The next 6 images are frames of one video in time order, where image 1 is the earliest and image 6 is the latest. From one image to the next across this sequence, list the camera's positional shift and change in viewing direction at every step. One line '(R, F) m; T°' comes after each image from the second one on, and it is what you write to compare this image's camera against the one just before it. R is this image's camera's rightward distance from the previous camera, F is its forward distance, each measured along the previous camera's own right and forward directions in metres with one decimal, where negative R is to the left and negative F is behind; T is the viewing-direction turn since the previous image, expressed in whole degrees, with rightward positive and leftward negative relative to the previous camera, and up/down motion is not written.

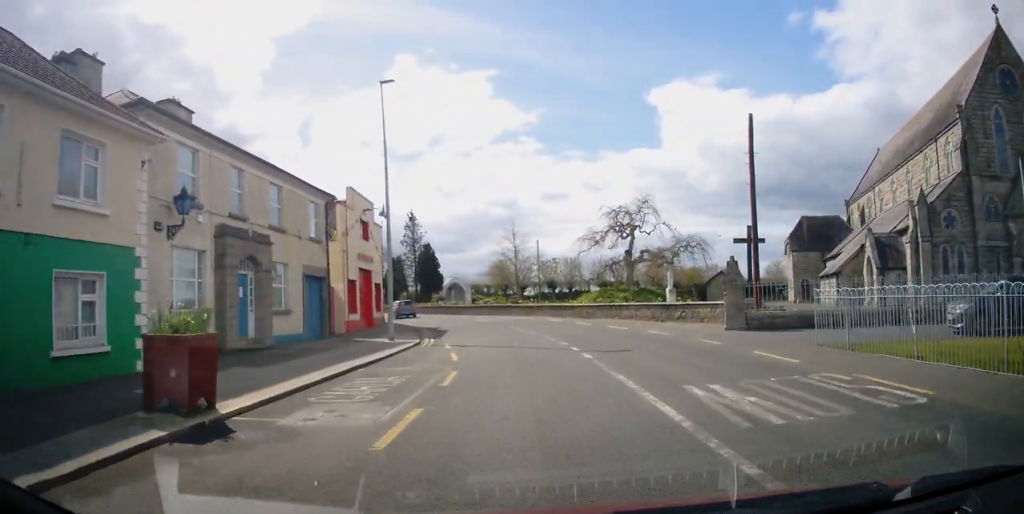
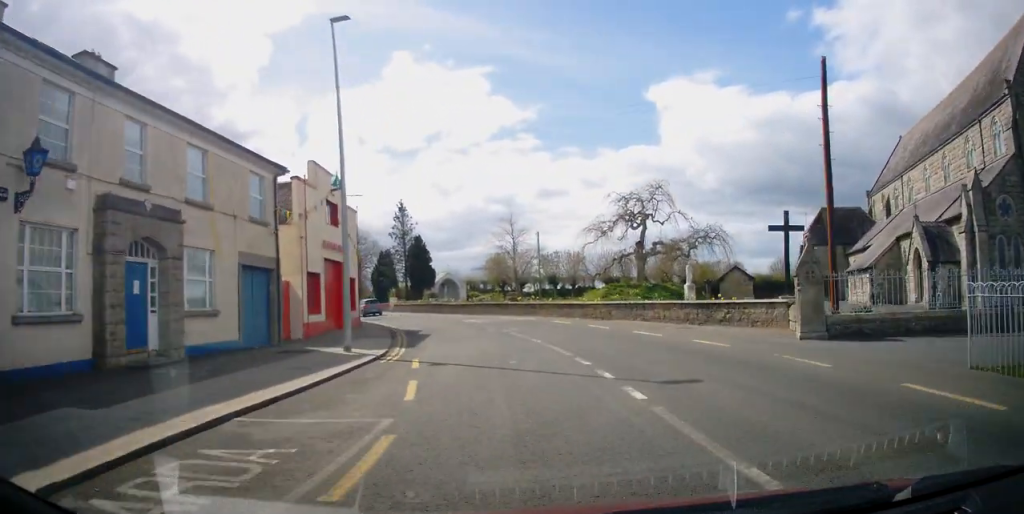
(0.0, +5.3) m; 0°
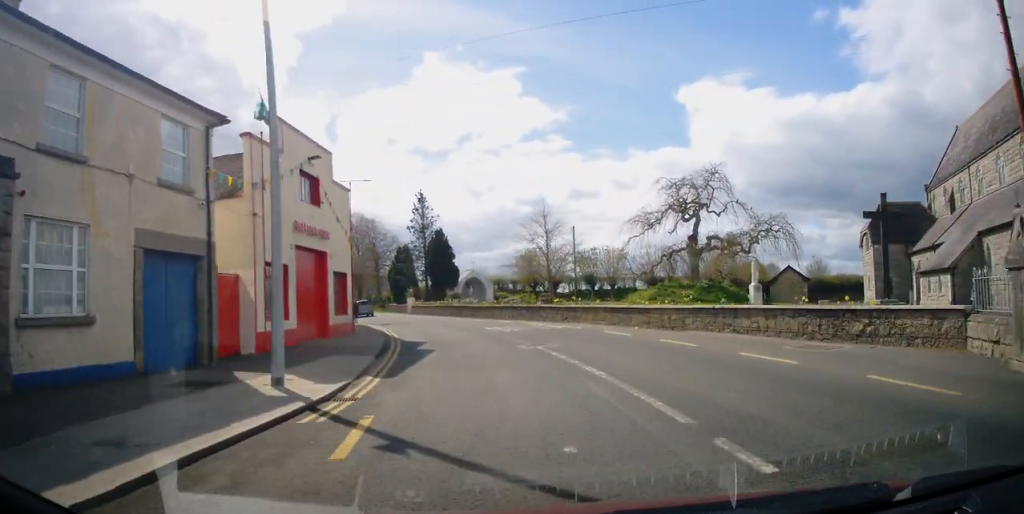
(0.0, +6.7) m; +1°
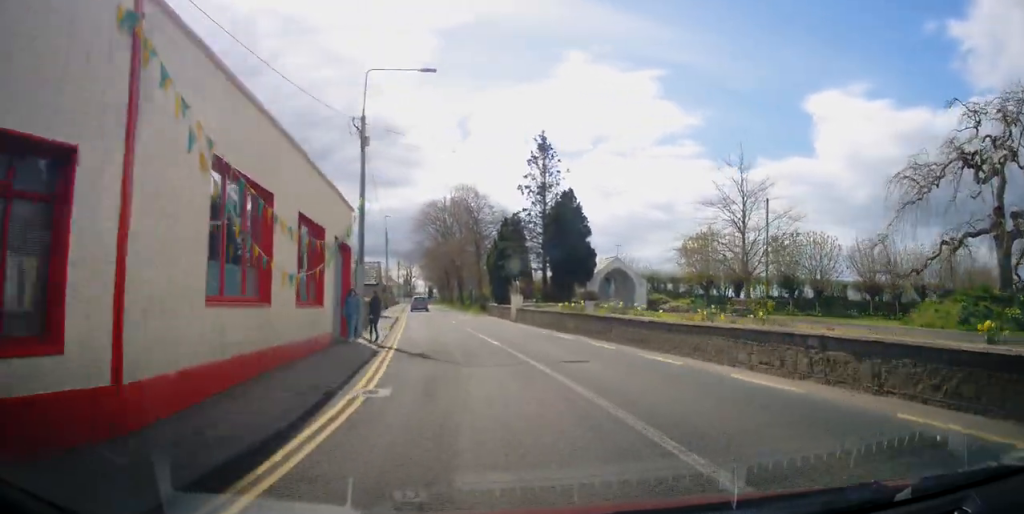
(0.0, +20.3) m; -4°
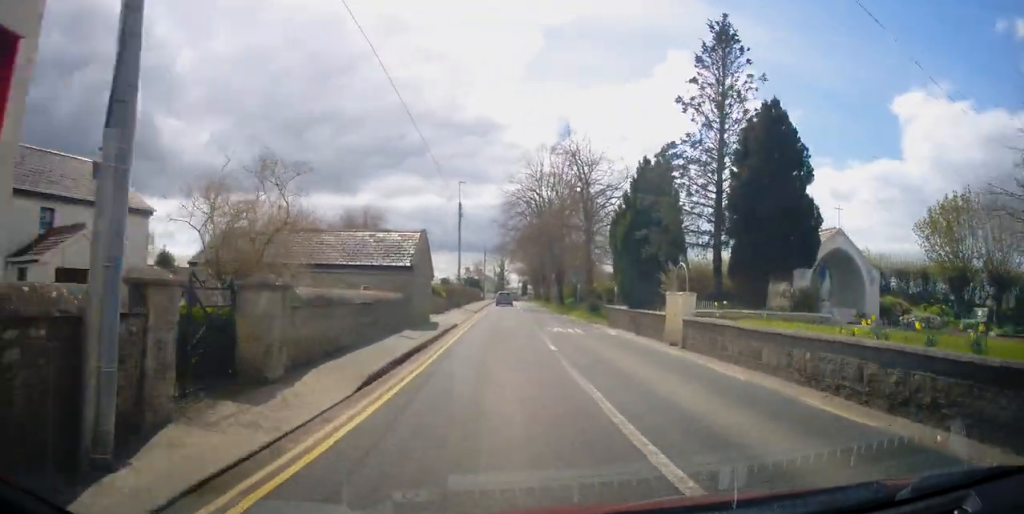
(-1.5, +17.0) m; -9°
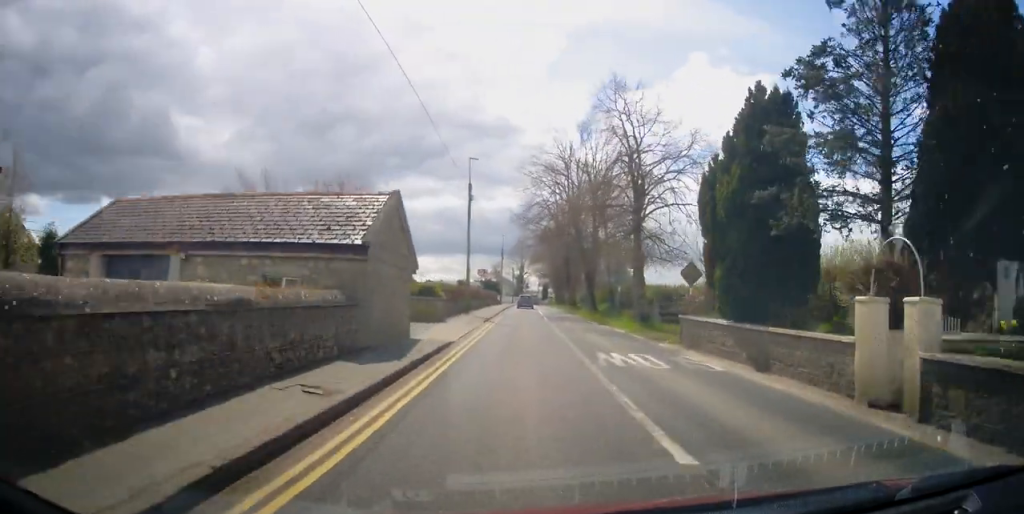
(-0.3, +9.3) m; -2°
